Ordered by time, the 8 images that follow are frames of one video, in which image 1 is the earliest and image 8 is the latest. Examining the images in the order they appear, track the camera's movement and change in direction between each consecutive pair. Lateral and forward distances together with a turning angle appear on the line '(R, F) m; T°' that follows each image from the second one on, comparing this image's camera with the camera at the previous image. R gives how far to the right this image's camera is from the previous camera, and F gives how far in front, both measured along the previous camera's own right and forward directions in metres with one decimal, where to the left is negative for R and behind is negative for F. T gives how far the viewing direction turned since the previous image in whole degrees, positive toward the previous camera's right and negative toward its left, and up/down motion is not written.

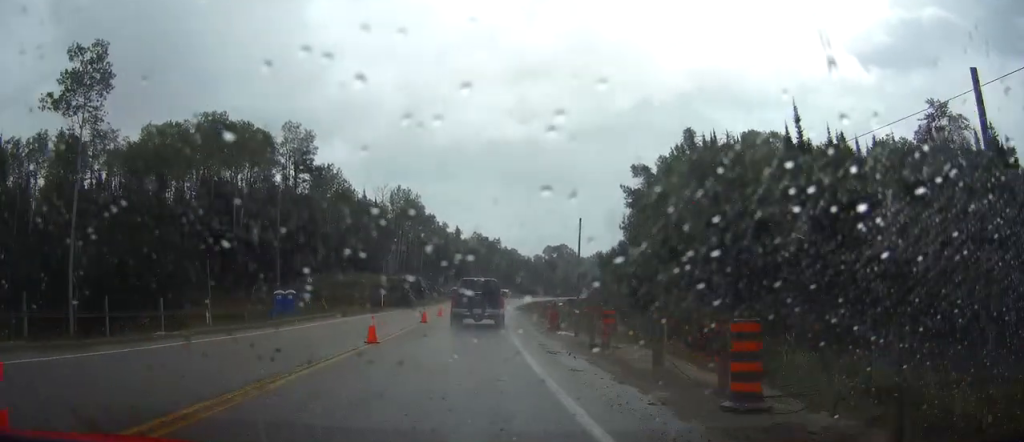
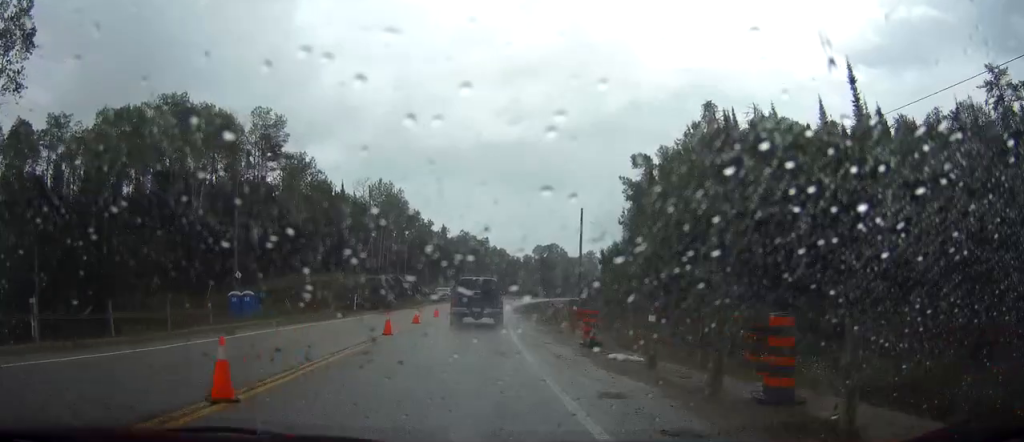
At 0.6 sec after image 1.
(0.0, +10.5) m; +1°
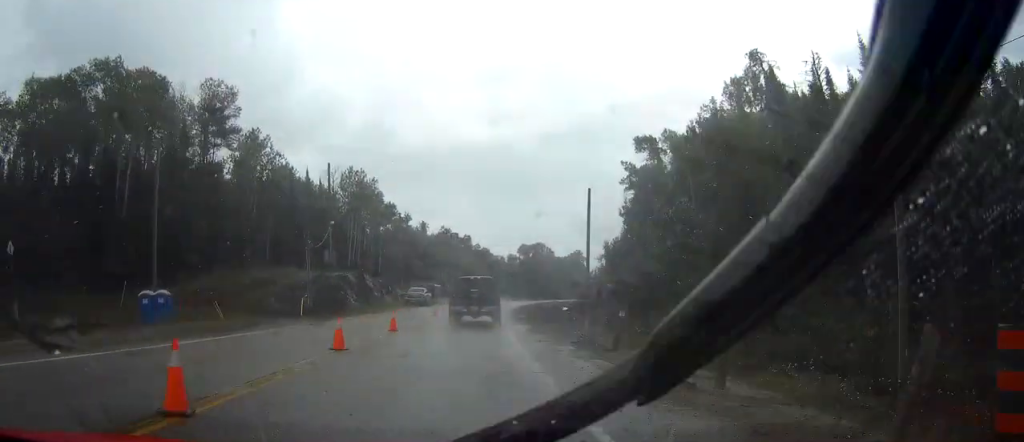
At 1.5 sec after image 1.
(+0.2, +14.9) m; +1°
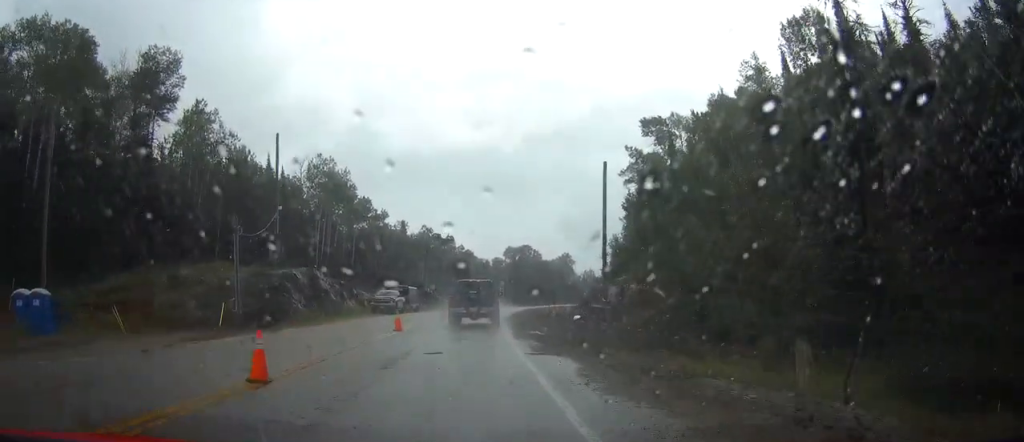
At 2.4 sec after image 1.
(+0.1, +13.8) m; +1°
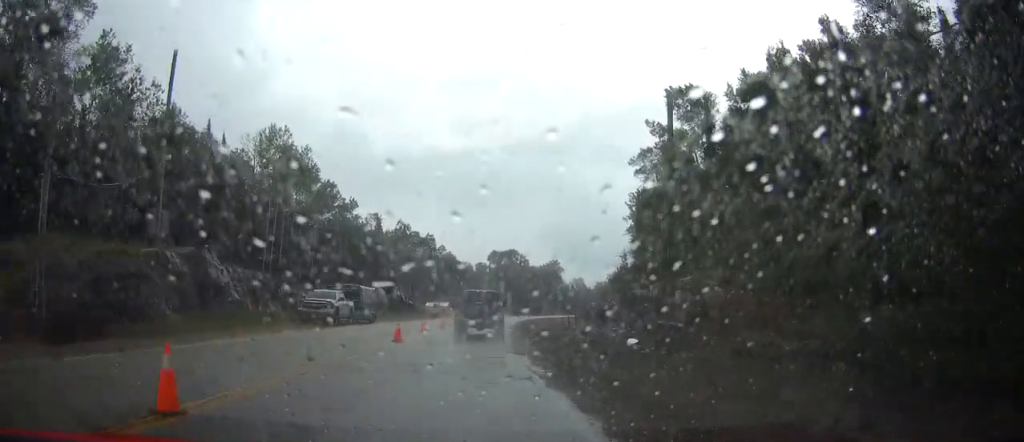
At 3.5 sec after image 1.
(+0.4, +19.0) m; +1°
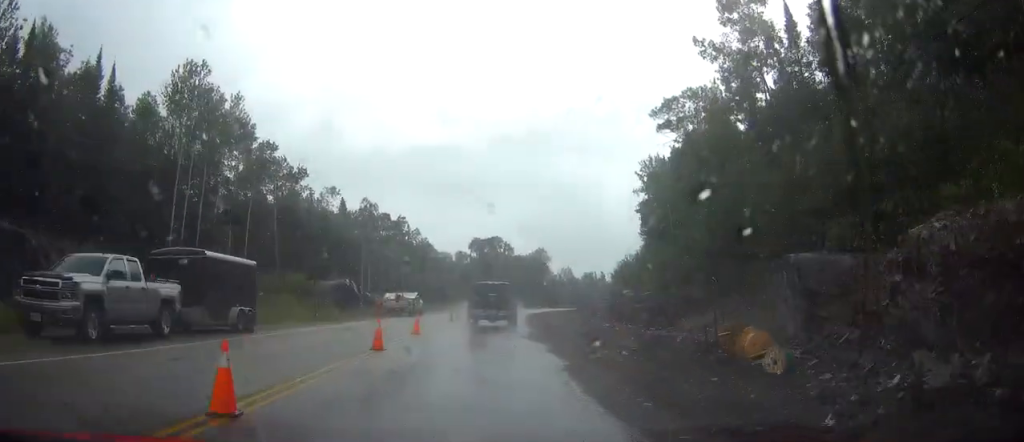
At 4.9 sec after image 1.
(+0.2, +23.1) m; +2°
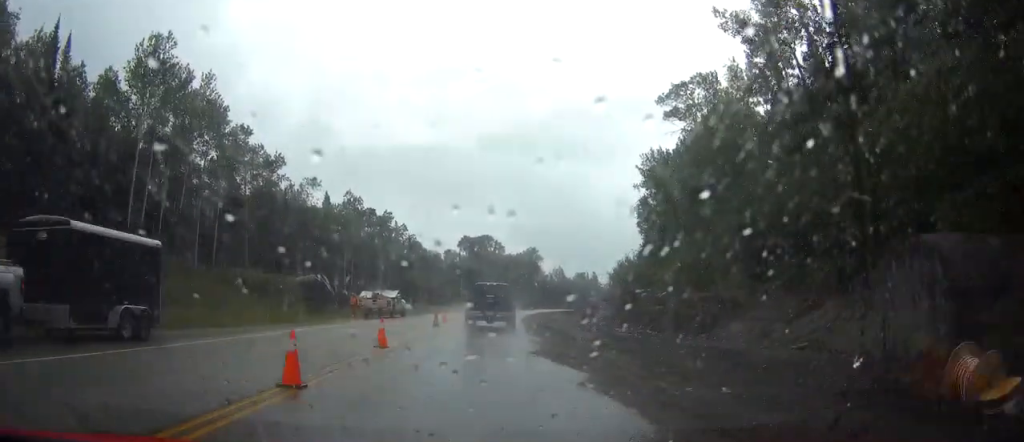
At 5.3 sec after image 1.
(0.0, +6.8) m; +1°
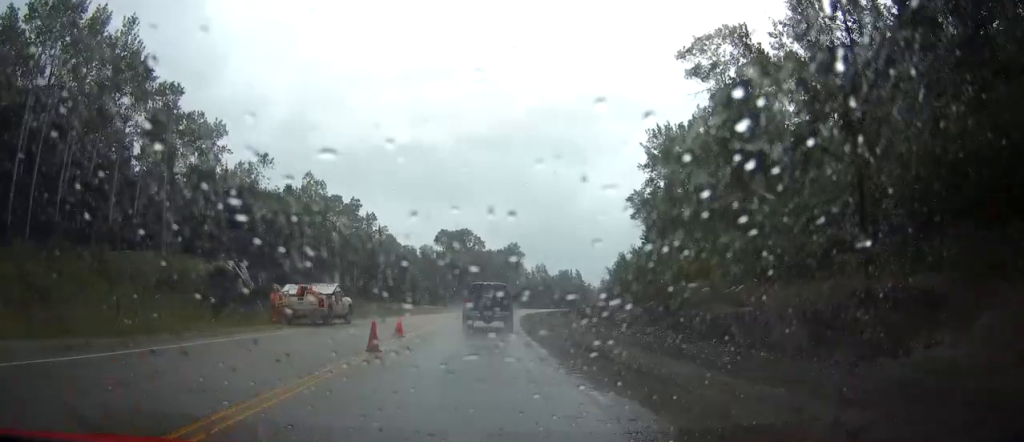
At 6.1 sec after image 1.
(+0.4, +14.7) m; +2°
